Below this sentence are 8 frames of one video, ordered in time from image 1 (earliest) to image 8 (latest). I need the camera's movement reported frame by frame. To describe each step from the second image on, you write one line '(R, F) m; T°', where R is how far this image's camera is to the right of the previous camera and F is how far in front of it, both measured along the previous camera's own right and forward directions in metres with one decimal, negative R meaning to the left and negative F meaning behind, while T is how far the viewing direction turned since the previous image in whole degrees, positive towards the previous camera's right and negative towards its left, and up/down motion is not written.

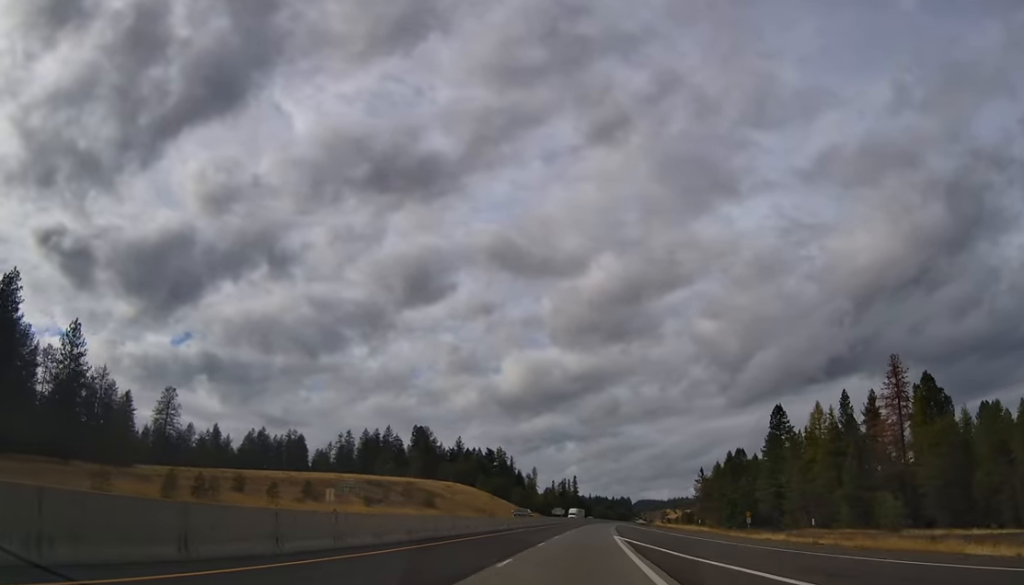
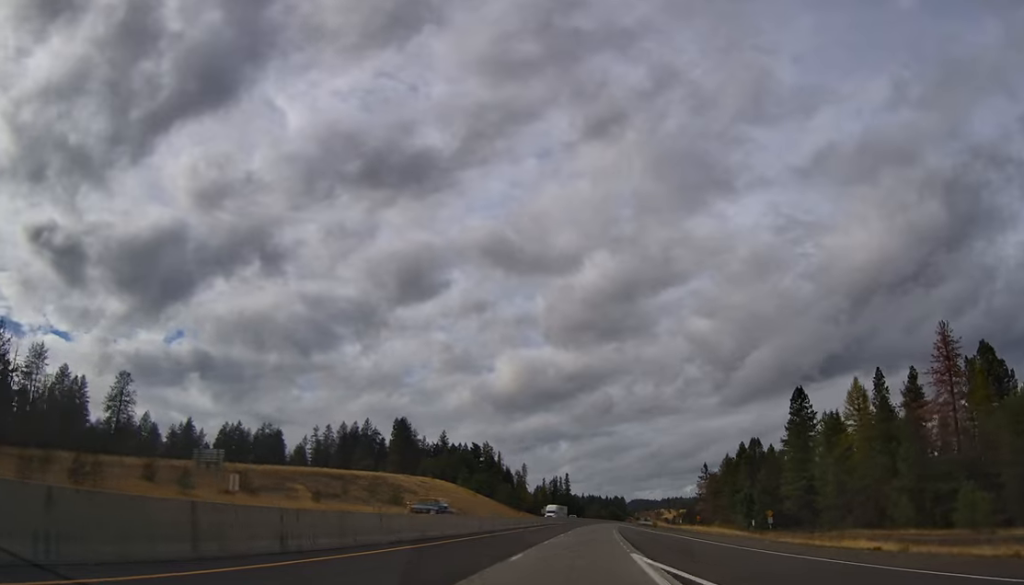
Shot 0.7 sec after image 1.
(+0.1, +22.9) m; 0°
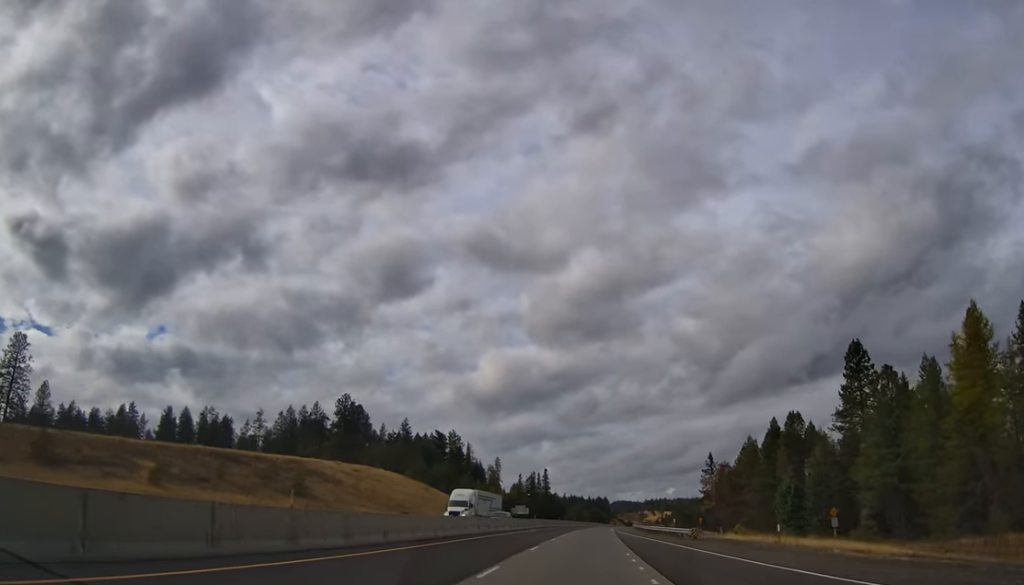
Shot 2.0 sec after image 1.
(+0.2, +41.3) m; +1°
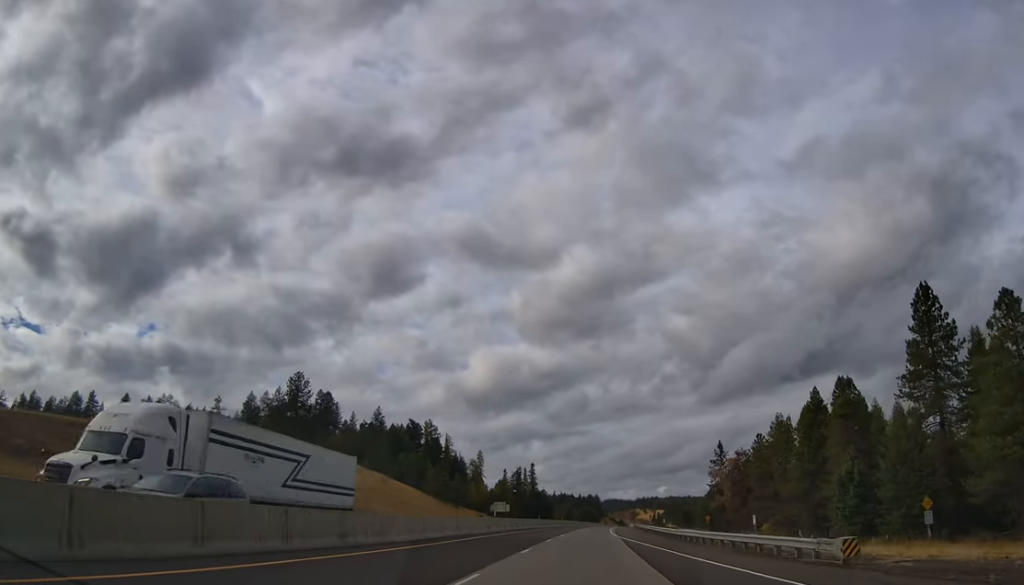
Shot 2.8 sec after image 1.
(+0.3, +27.1) m; +1°
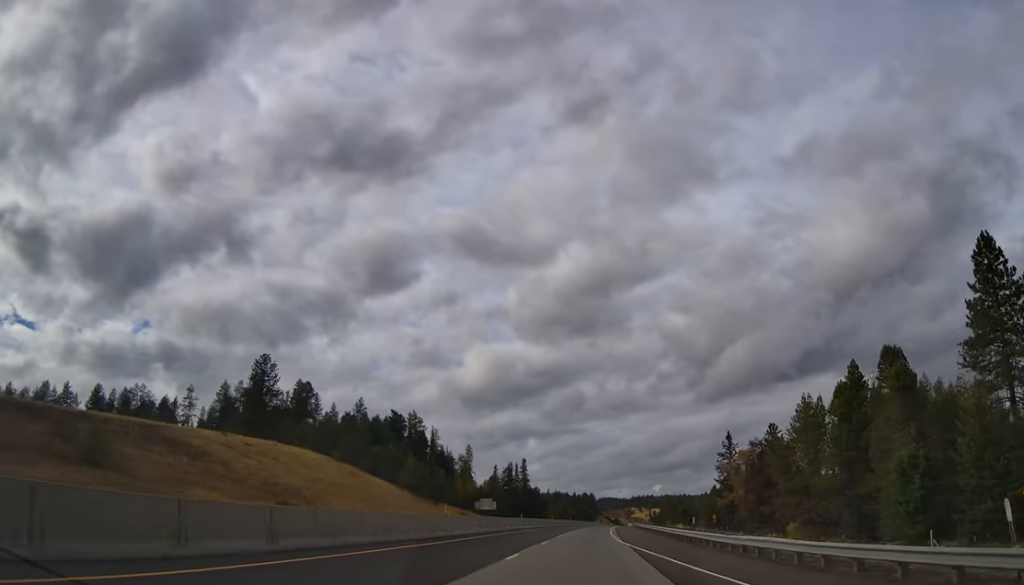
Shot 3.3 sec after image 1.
(0.0, +16.2) m; +1°
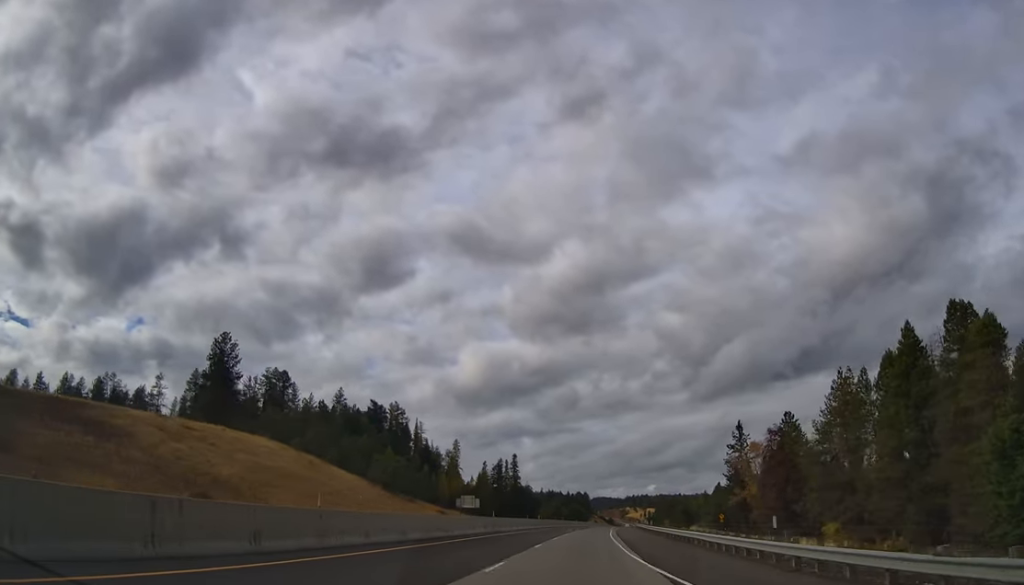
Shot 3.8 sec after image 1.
(-0.1, +16.1) m; +1°
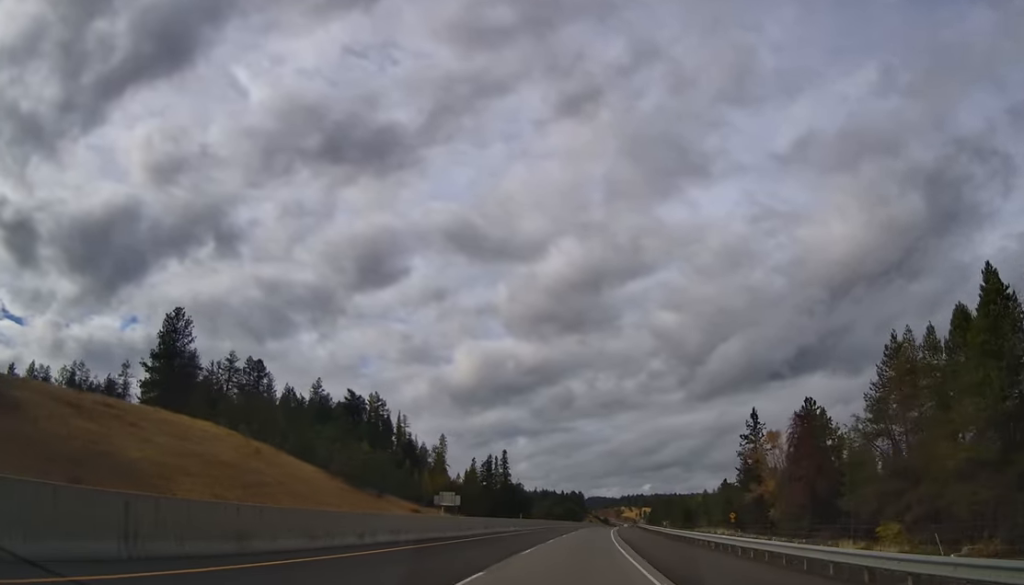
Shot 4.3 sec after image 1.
(+0.1, +16.0) m; +1°
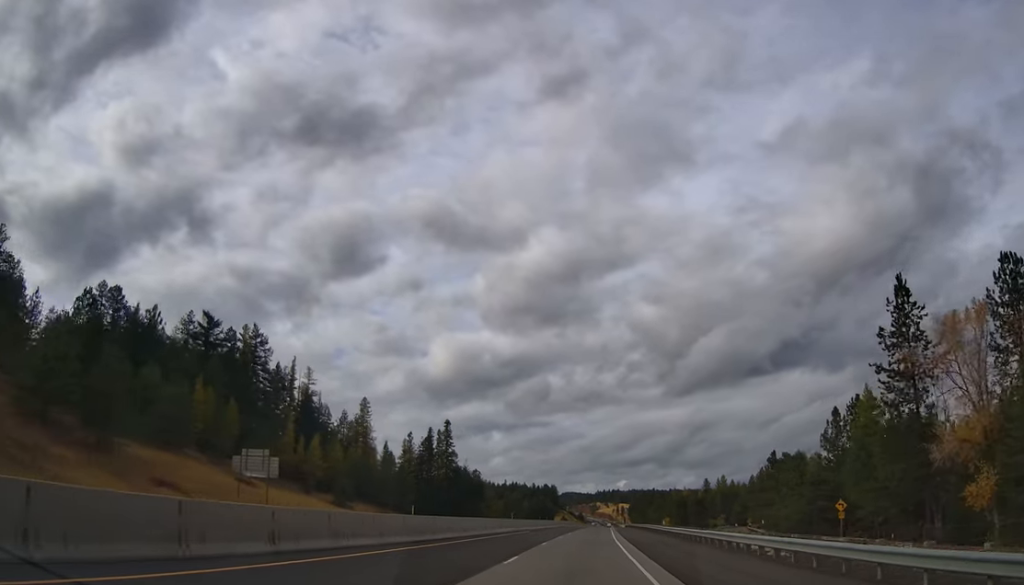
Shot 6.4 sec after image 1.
(+1.2, +67.2) m; +2°
